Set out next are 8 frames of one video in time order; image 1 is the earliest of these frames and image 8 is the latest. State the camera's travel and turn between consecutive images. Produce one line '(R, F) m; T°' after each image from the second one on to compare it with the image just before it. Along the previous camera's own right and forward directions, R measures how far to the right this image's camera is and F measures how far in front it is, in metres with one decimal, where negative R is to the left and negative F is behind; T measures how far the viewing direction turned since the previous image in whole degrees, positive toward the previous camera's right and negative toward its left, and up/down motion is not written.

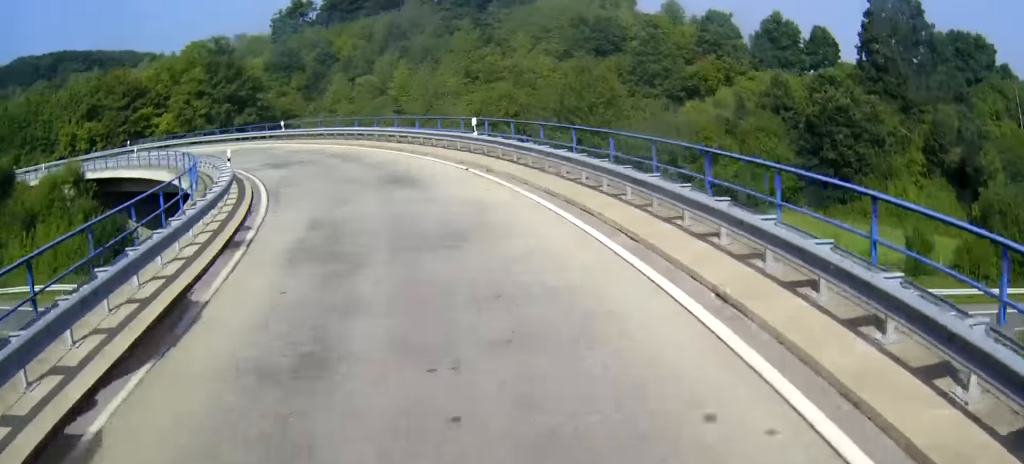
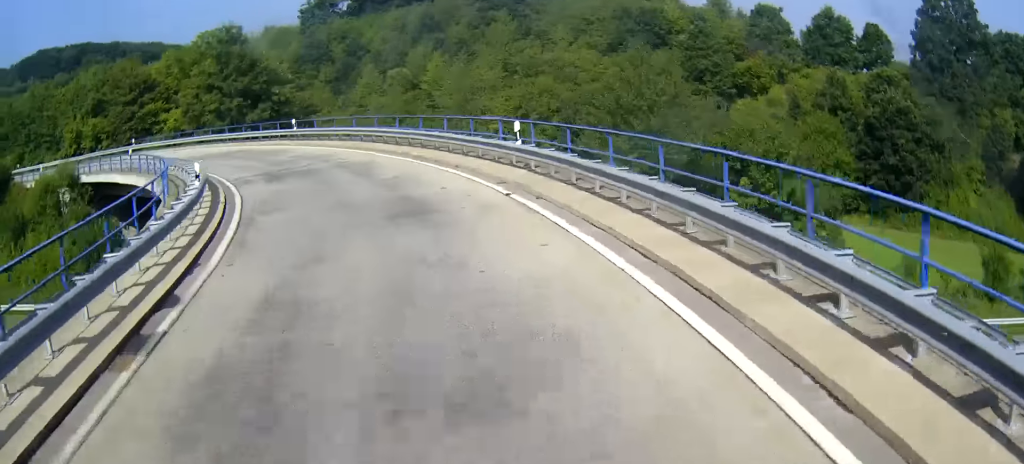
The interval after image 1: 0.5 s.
(0.0, +5.9) m; -8°
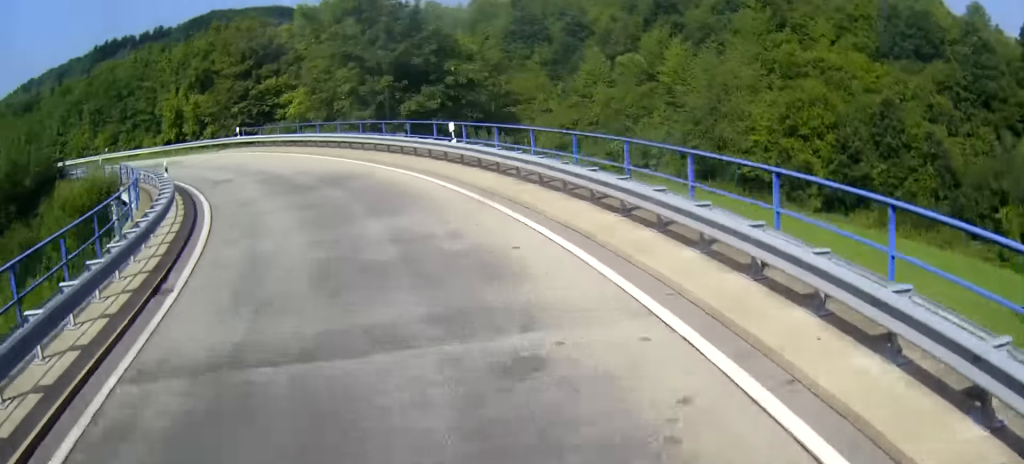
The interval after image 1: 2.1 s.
(-5.3, +18.0) m; -30°
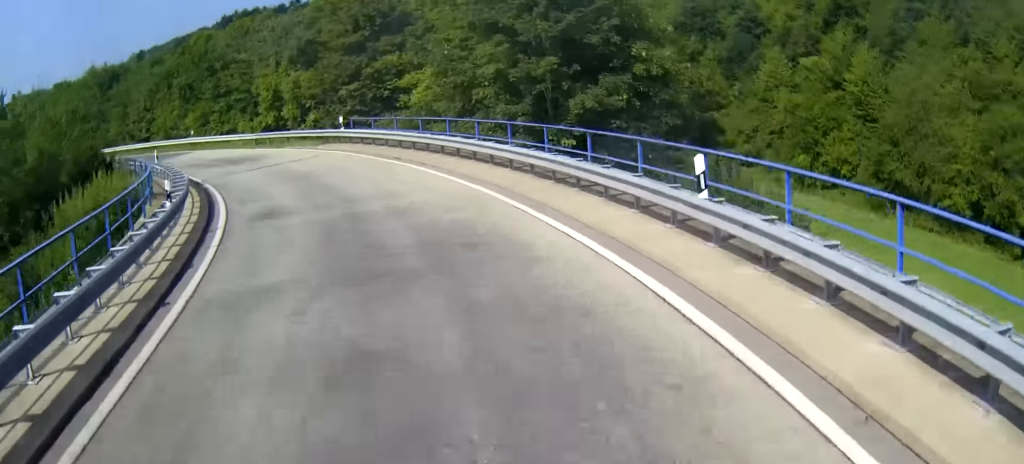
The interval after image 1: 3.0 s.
(-0.2, +10.8) m; -1°
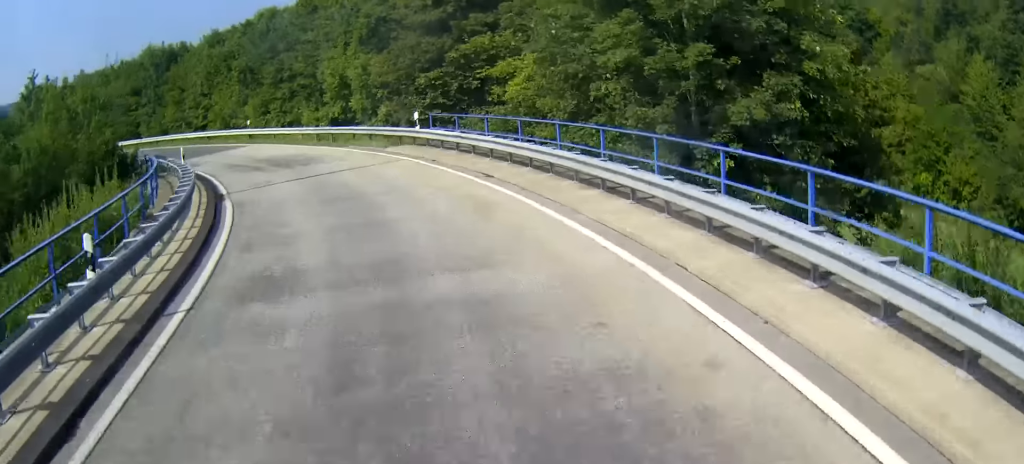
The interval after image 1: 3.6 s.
(0.0, +6.8) m; 0°
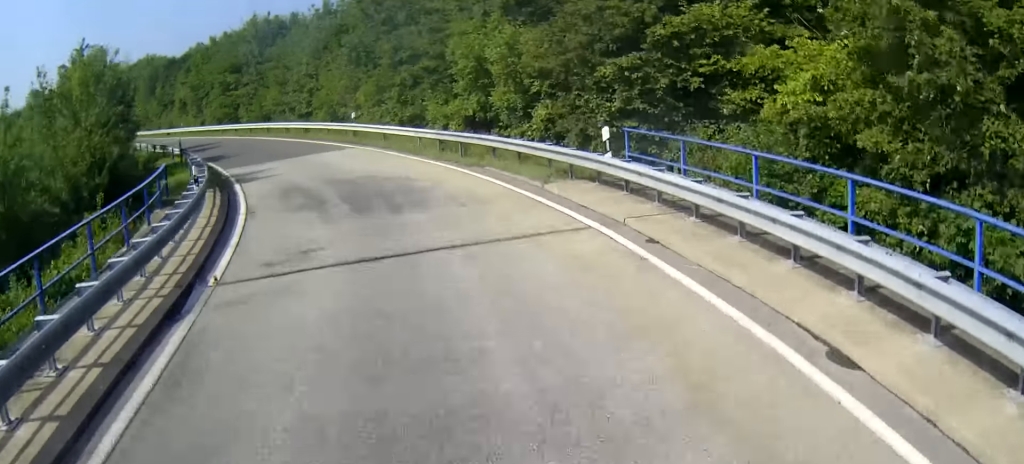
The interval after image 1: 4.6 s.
(0.0, +11.3) m; 0°
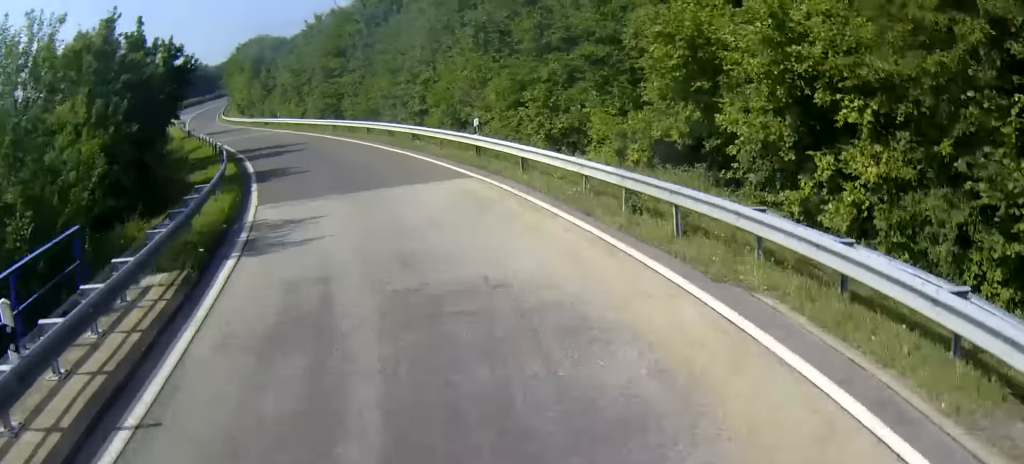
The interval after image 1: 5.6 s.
(0.0, +10.8) m; -1°
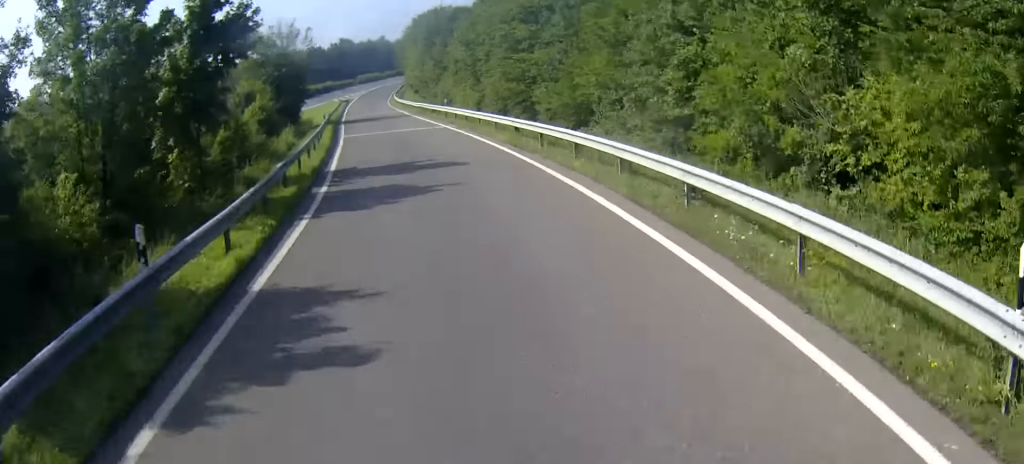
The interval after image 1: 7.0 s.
(-0.6, +16.2) m; -21°
